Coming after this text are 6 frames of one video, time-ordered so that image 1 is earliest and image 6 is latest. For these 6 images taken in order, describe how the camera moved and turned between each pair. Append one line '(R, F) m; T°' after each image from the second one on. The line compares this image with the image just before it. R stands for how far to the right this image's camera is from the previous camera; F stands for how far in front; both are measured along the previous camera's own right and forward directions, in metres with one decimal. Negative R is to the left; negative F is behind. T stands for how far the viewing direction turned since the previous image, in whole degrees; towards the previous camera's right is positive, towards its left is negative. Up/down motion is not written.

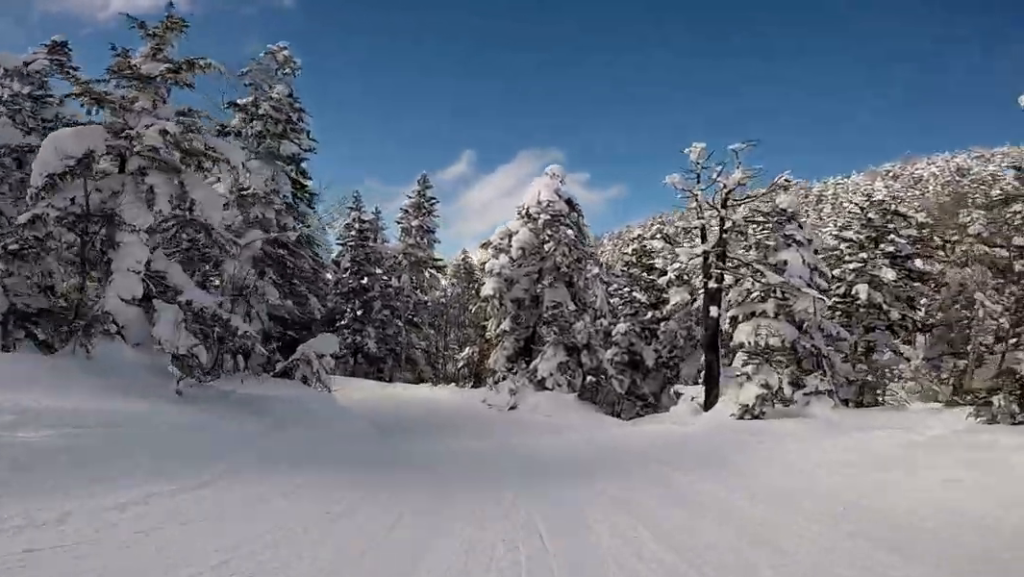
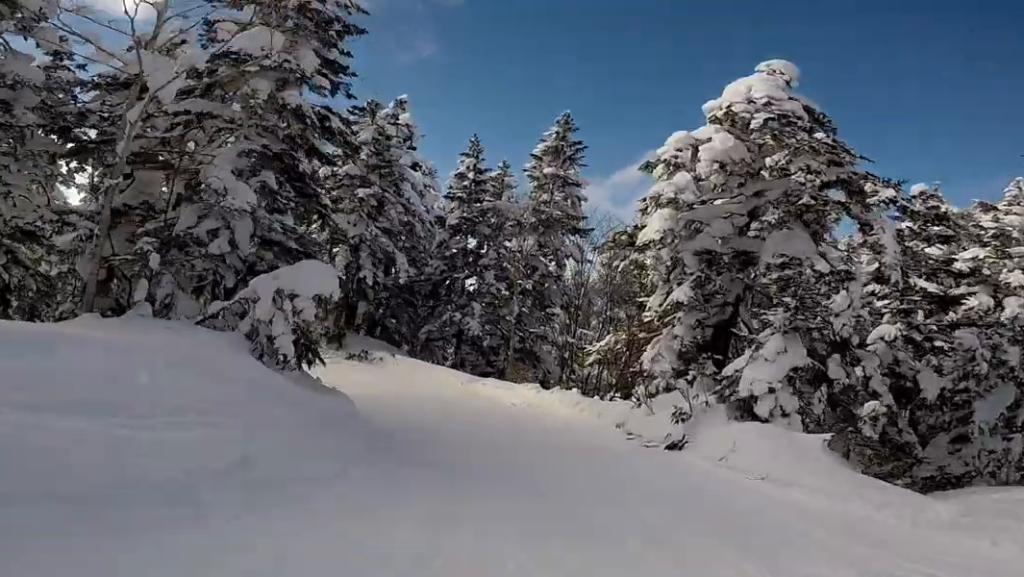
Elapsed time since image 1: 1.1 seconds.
(-1.2, +7.2) m; -28°
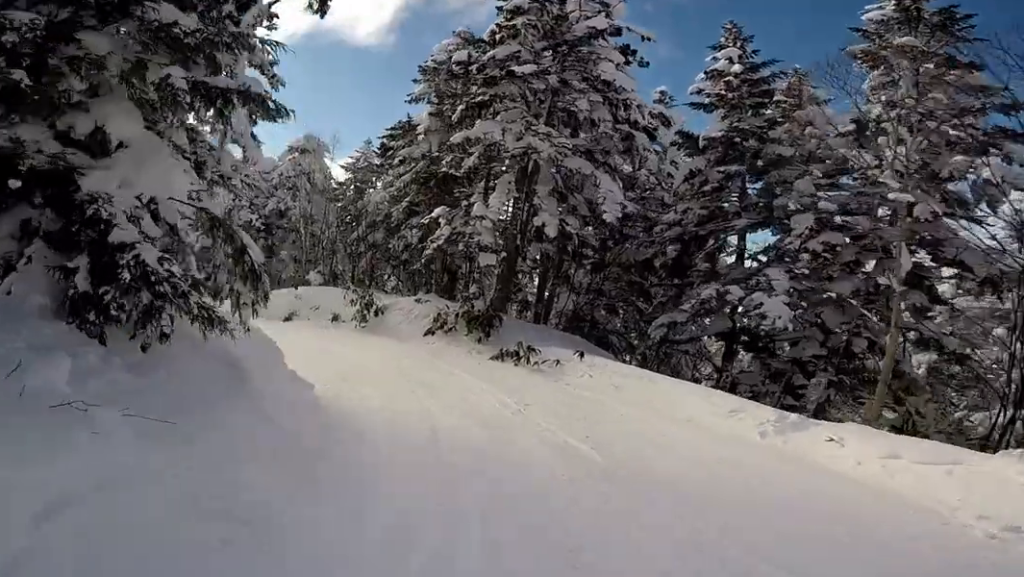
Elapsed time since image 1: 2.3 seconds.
(-3.3, +8.1) m; -38°
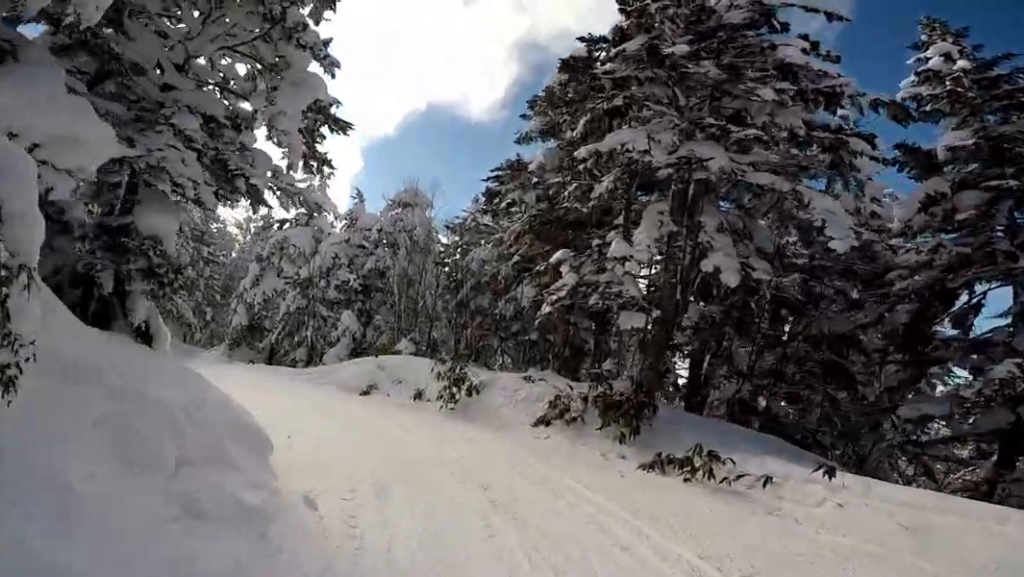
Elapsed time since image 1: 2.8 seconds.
(-0.3, +3.3) m; -12°
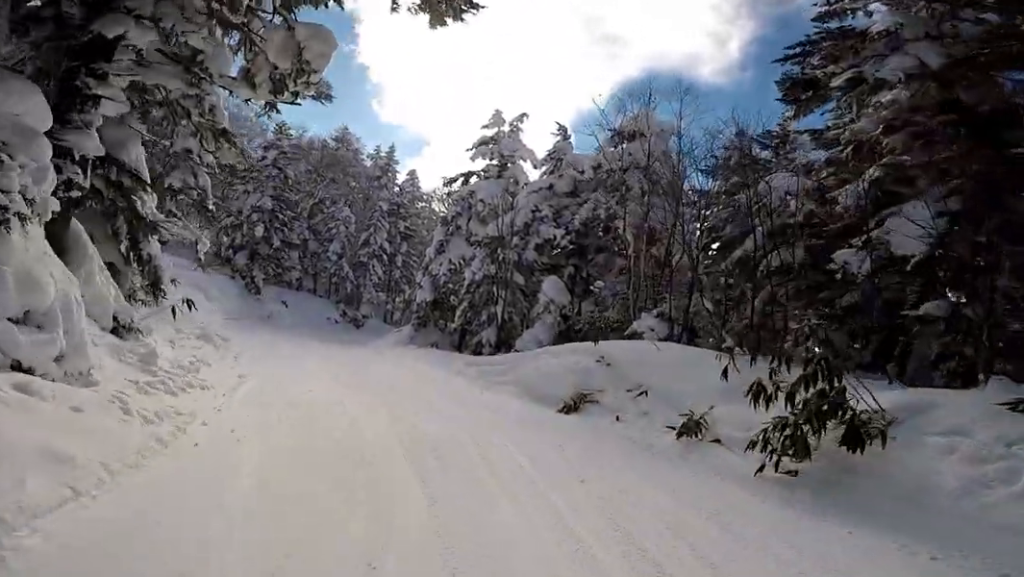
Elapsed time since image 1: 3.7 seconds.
(-0.3, +5.5) m; -20°
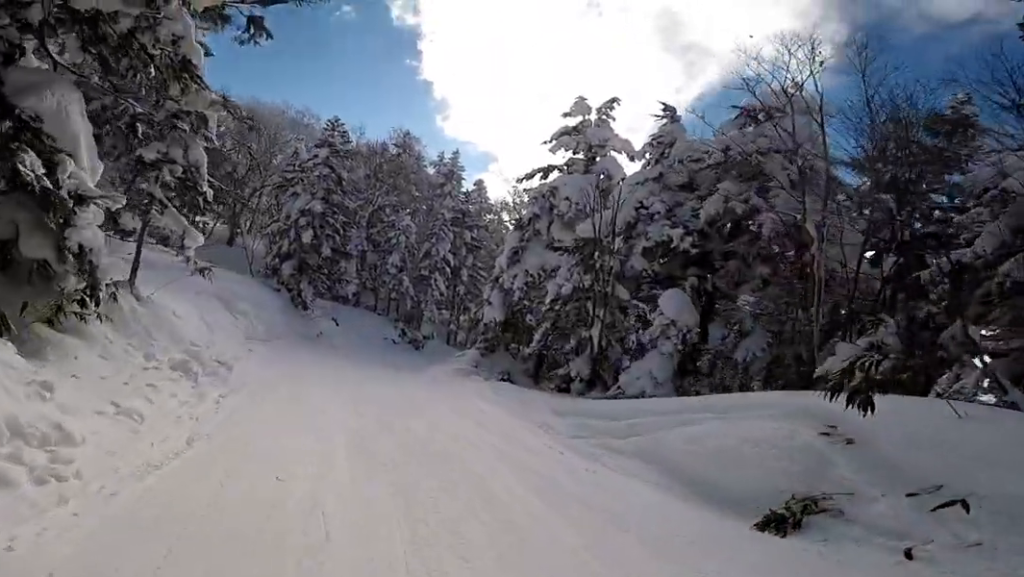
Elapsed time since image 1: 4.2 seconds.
(-1.1, +3.4) m; -4°
